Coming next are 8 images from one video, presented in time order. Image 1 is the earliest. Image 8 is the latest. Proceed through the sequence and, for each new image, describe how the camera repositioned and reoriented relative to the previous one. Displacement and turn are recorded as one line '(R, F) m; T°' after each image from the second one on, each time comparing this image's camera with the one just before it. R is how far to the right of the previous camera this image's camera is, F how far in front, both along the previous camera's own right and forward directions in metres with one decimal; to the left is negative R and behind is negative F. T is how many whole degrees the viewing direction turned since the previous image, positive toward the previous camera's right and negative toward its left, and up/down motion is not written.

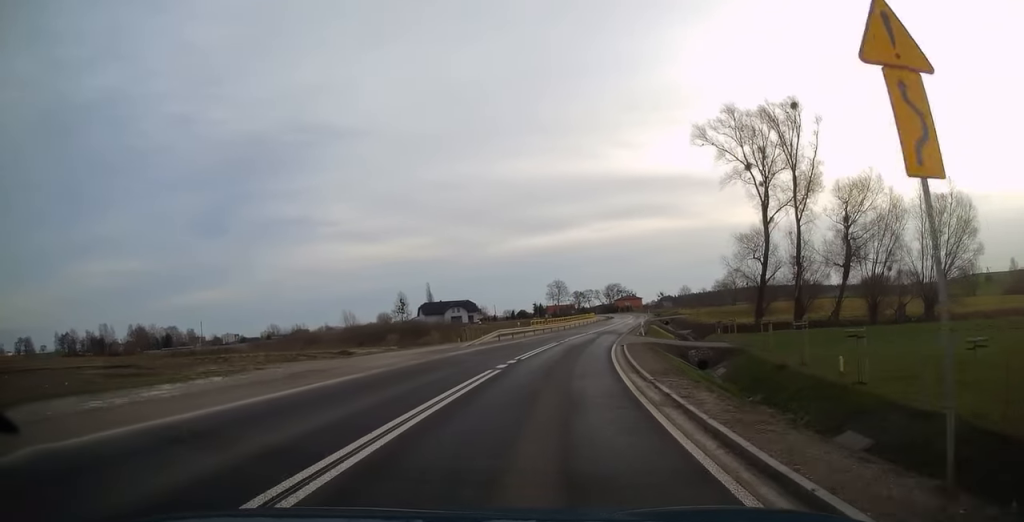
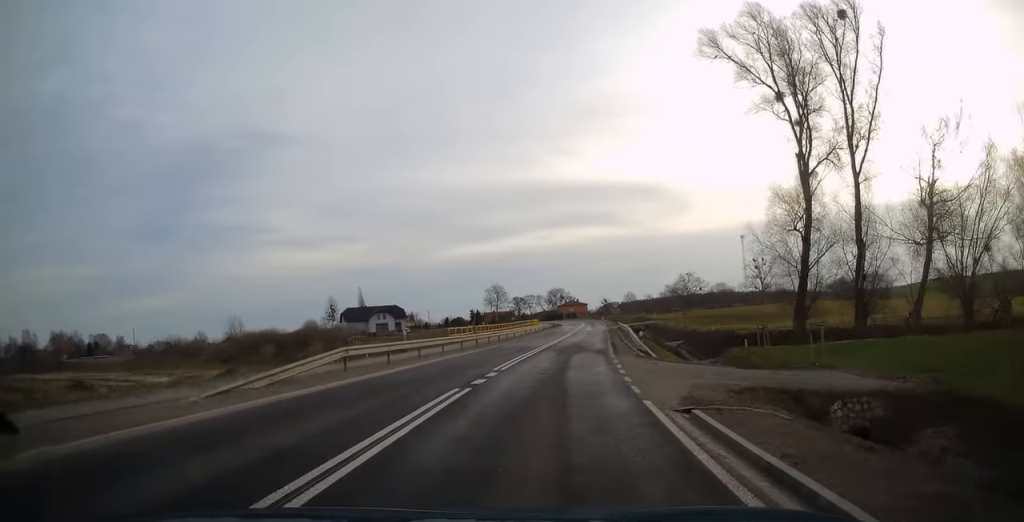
(+1.3, +23.3) m; +6°
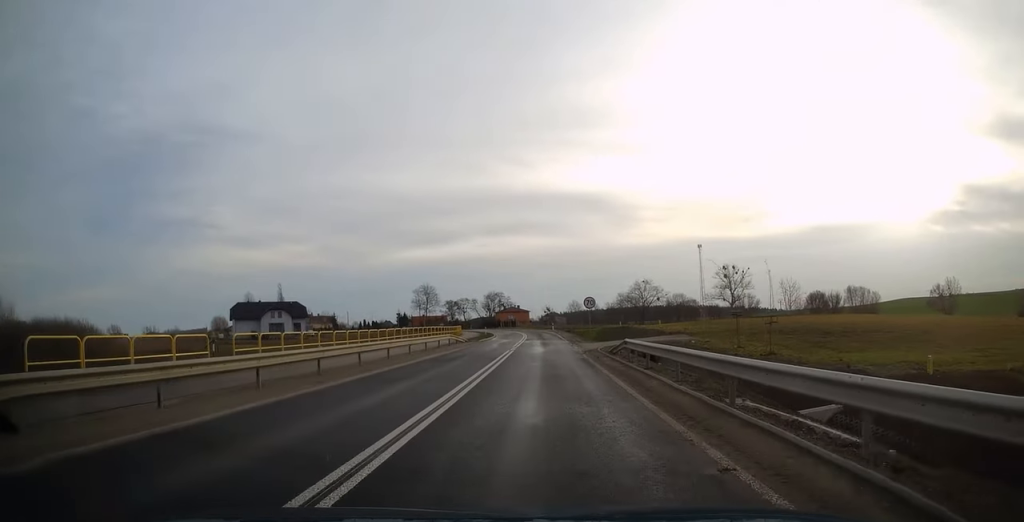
(+3.1, +36.9) m; +8°
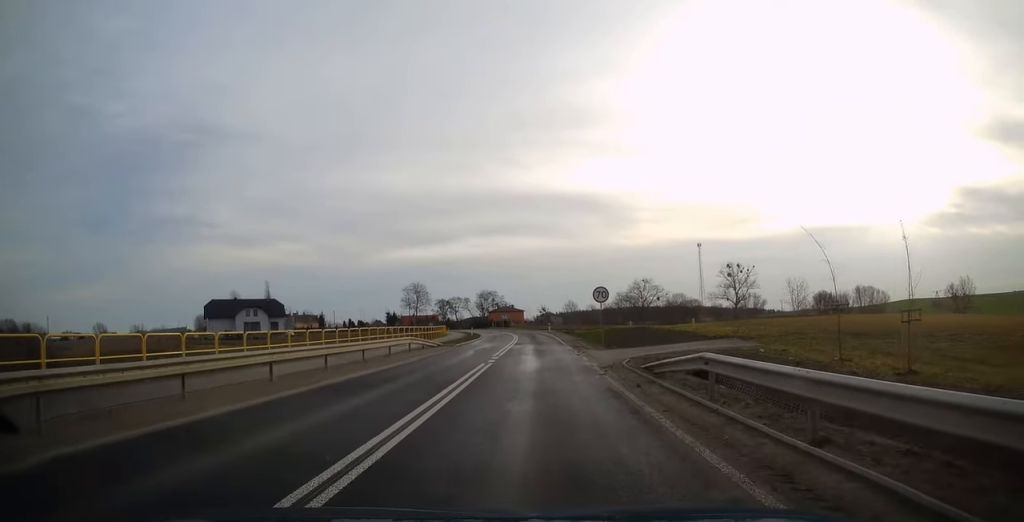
(+0.4, +11.2) m; +1°
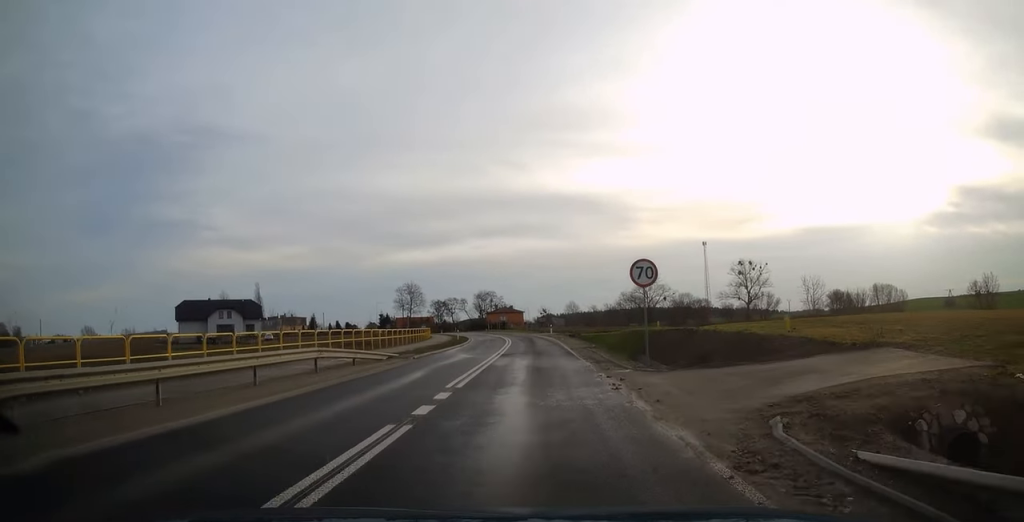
(0.0, +13.1) m; +1°
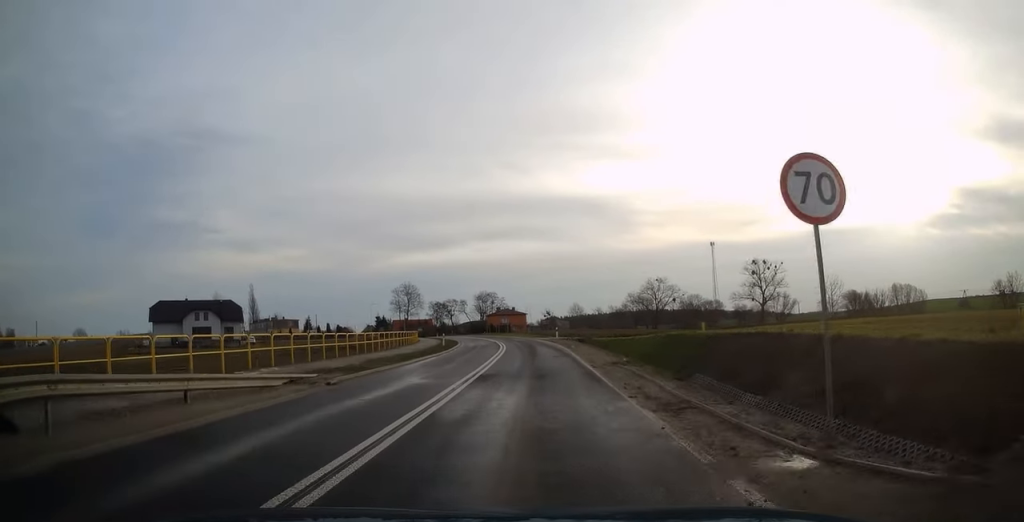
(-0.1, +11.3) m; +1°
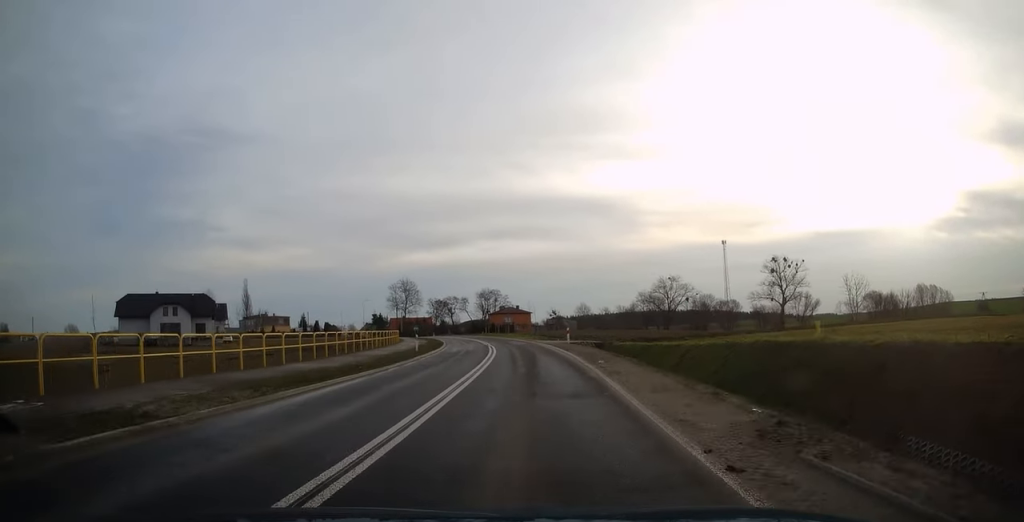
(+0.3, +13.0) m; 0°
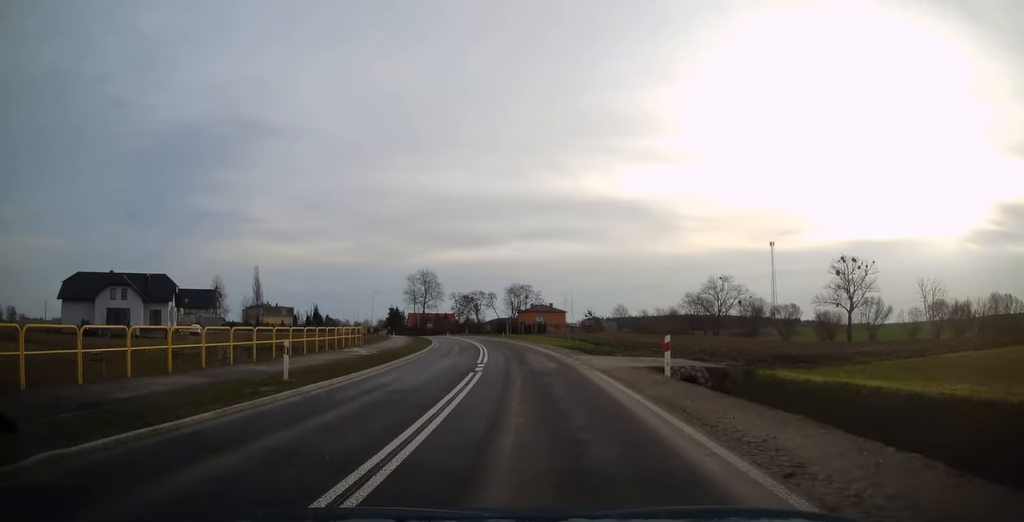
(-0.2, +24.2) m; -1°
